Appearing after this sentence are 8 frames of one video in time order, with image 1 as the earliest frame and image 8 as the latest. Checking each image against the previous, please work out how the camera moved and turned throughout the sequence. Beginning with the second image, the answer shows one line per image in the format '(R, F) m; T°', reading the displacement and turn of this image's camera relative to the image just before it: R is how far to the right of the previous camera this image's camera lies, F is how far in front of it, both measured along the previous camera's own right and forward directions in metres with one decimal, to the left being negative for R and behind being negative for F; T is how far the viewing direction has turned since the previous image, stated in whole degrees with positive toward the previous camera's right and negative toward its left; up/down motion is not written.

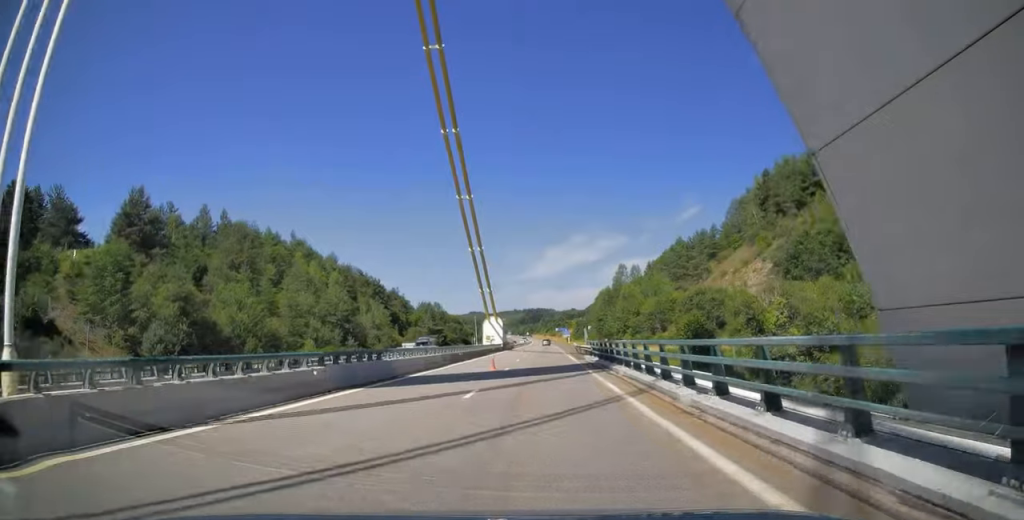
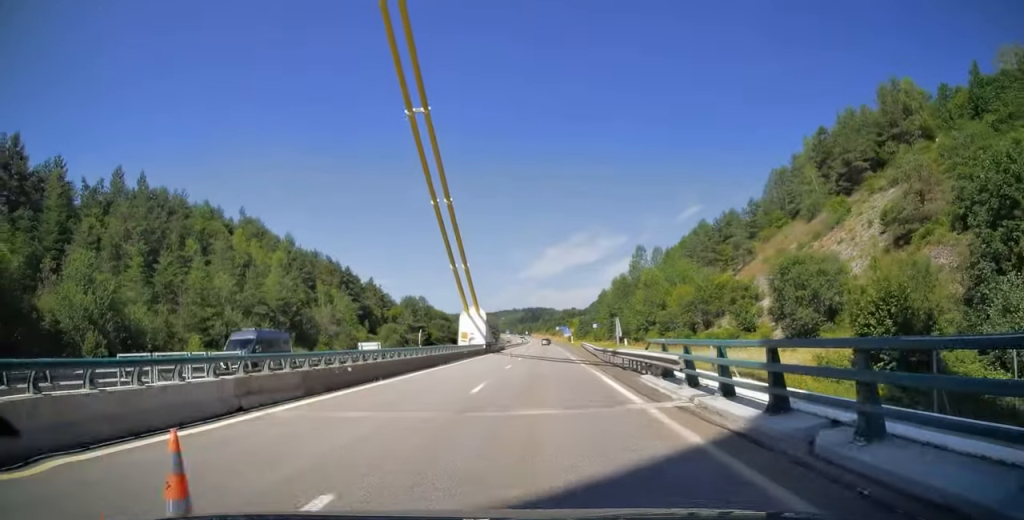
(0.0, +25.0) m; 0°
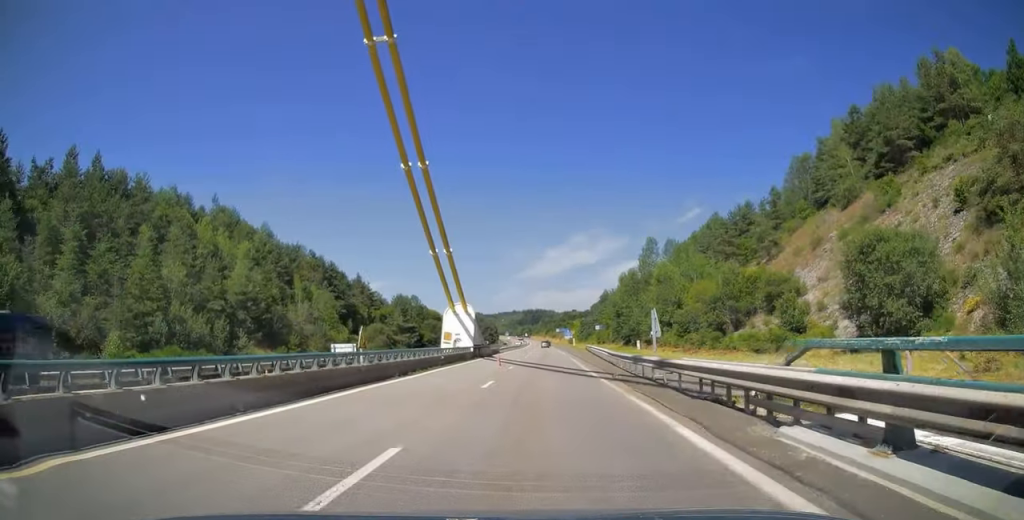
(0.0, +10.6) m; 0°
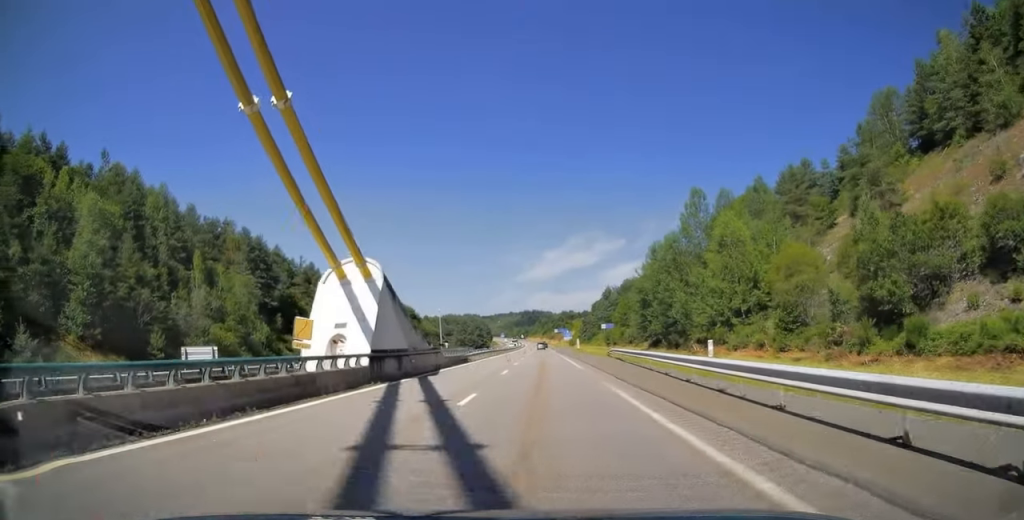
(0.0, +30.6) m; 0°
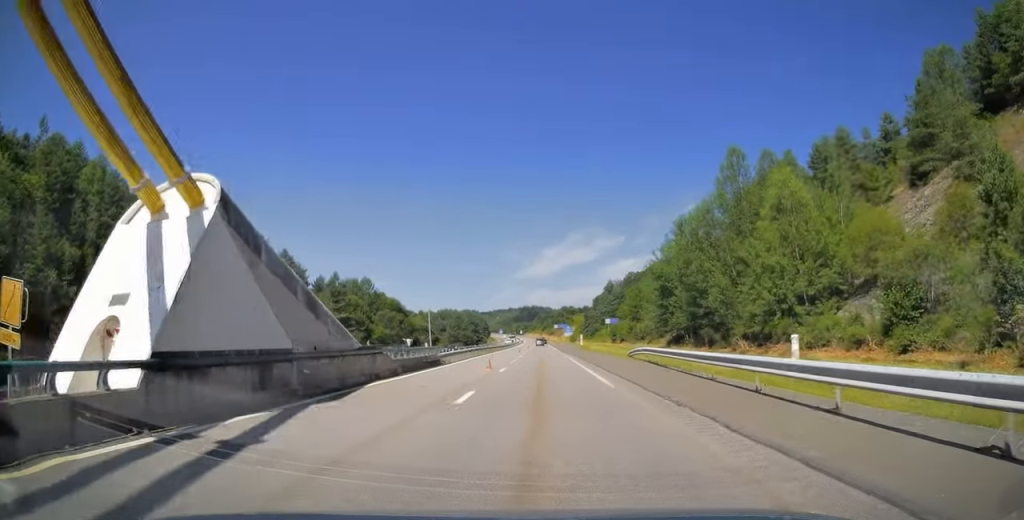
(0.0, +13.2) m; +1°
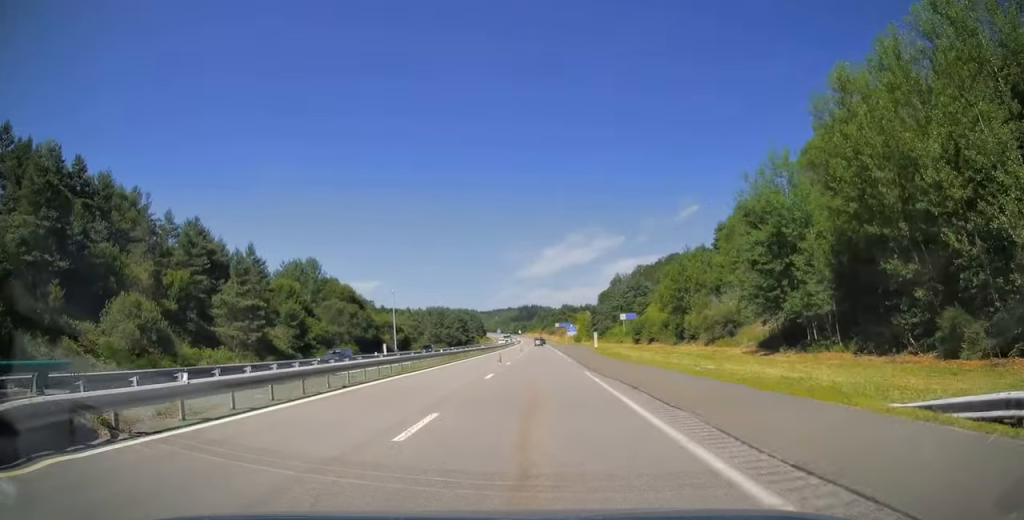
(+0.4, +31.0) m; 0°
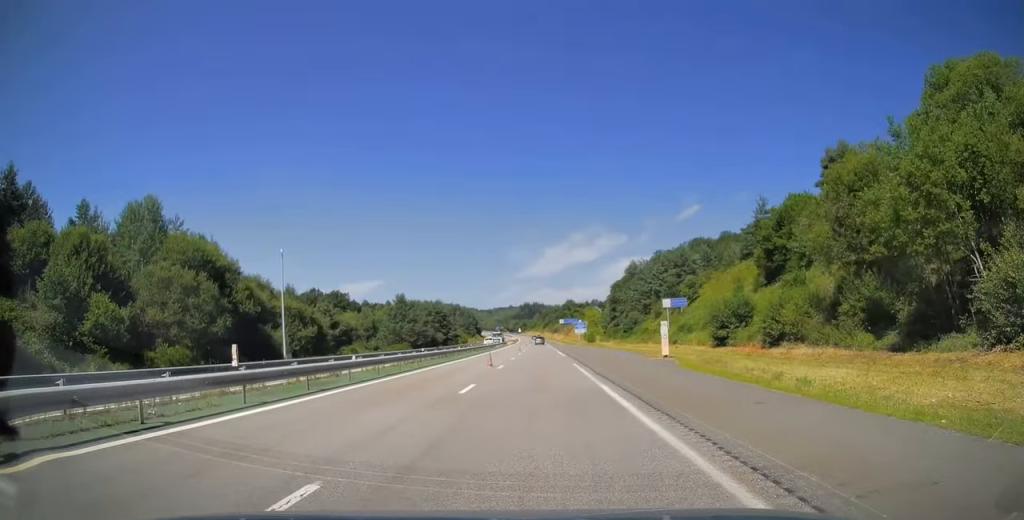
(-0.6, +44.6) m; -1°
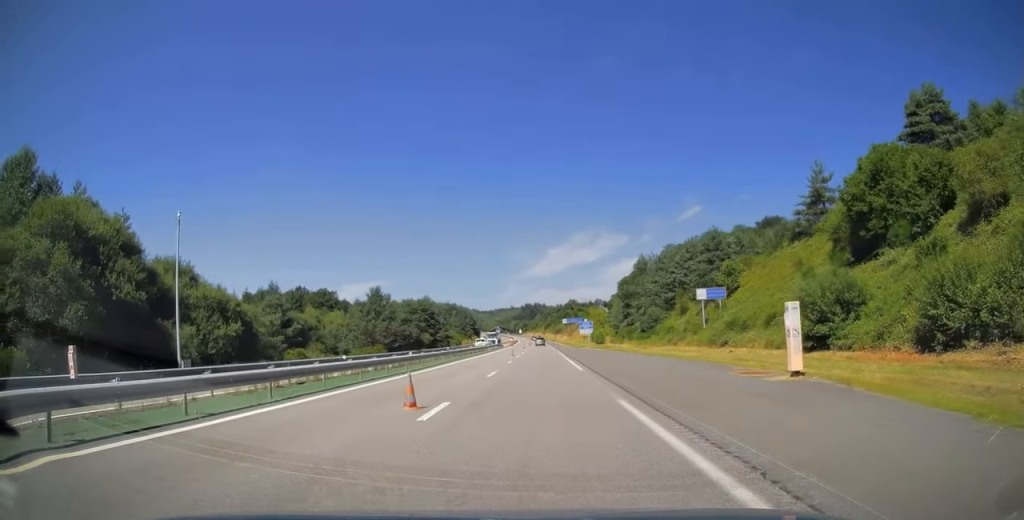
(0.0, +18.3) m; 0°
